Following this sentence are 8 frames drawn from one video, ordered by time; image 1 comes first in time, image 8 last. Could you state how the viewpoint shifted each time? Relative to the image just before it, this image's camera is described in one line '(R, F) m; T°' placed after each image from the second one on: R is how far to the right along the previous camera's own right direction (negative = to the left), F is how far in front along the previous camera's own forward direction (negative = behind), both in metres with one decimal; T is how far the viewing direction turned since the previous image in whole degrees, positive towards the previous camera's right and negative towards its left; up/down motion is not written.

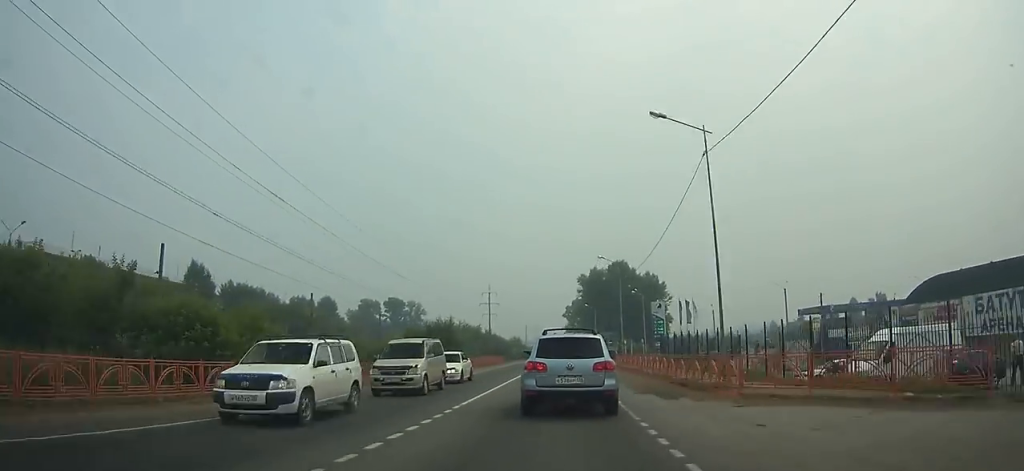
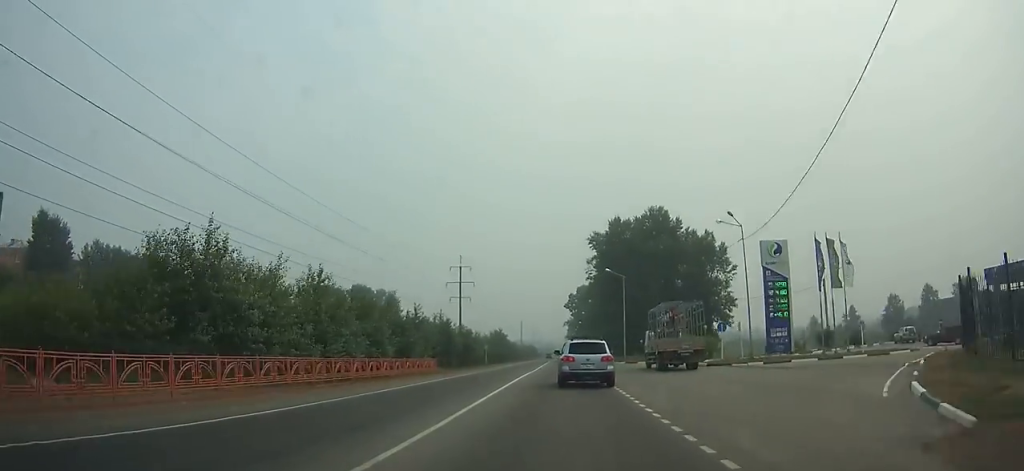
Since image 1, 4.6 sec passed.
(+0.1, +44.6) m; 0°
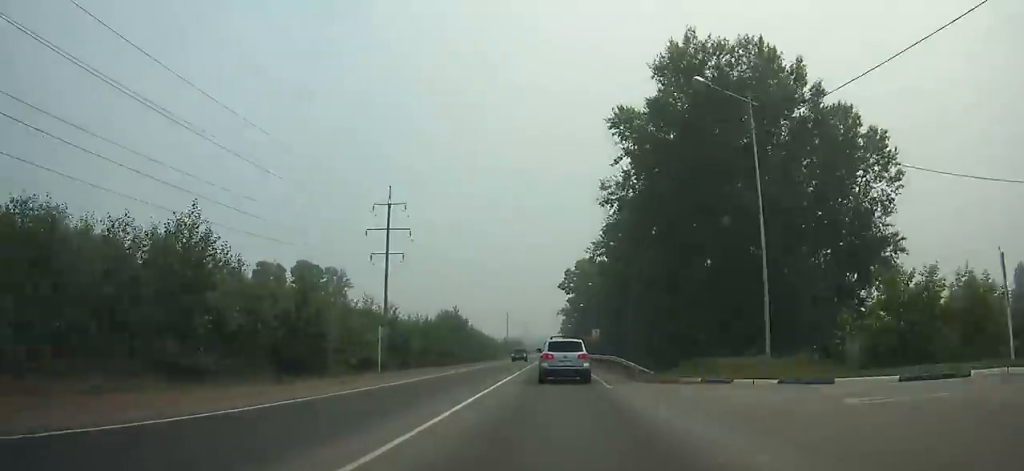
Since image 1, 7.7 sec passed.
(0.0, +39.8) m; 0°
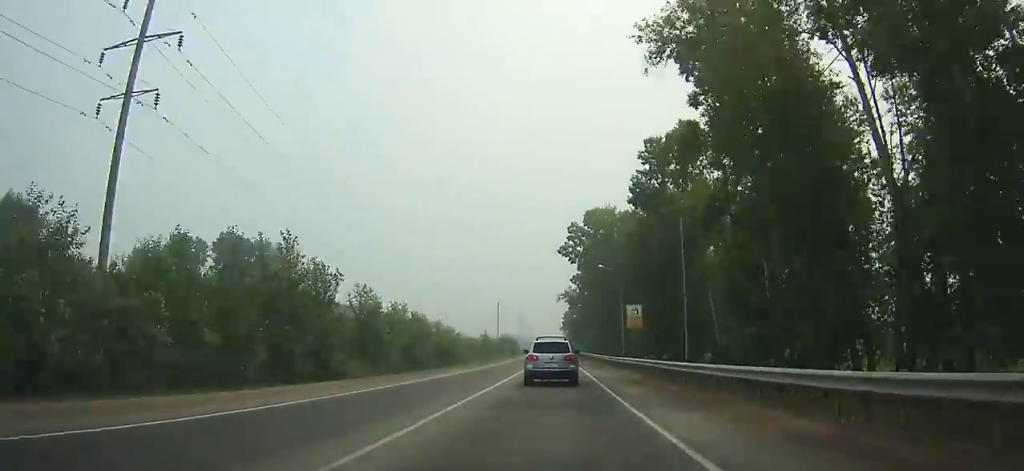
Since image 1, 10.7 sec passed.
(0.0, +42.1) m; 0°
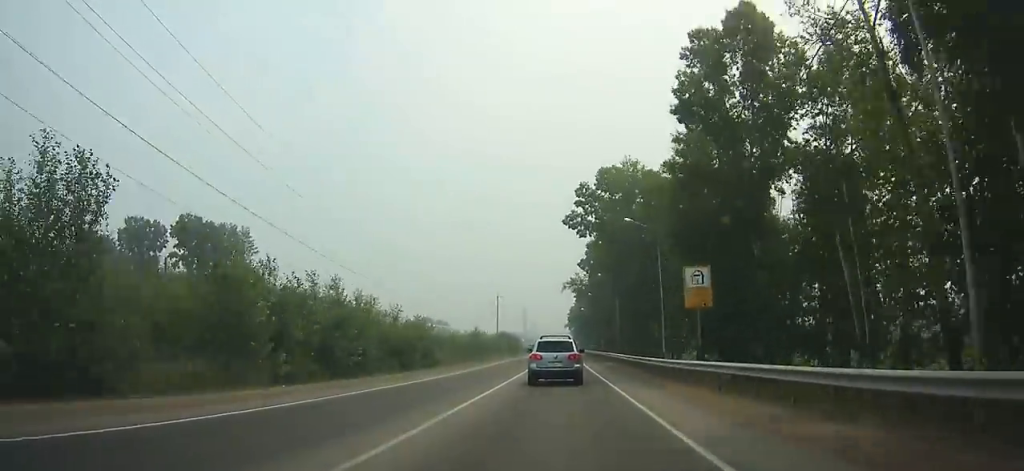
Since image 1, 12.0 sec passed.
(0.0, +18.7) m; 0°
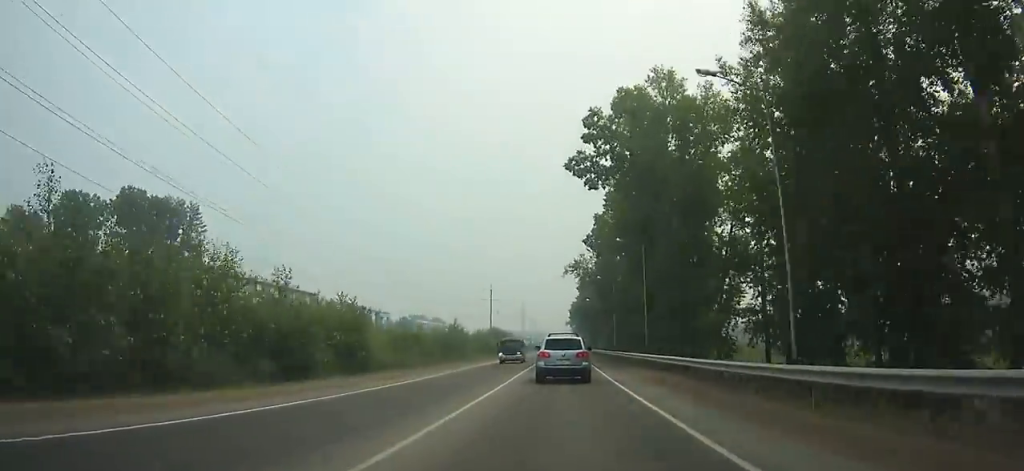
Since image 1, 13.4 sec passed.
(0.0, +20.2) m; 0°
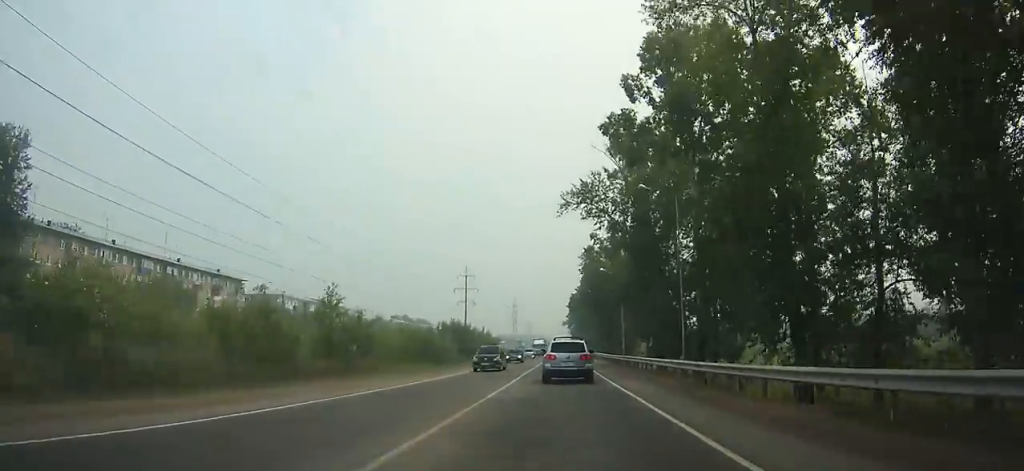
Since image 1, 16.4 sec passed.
(+0.2, +45.0) m; 0°
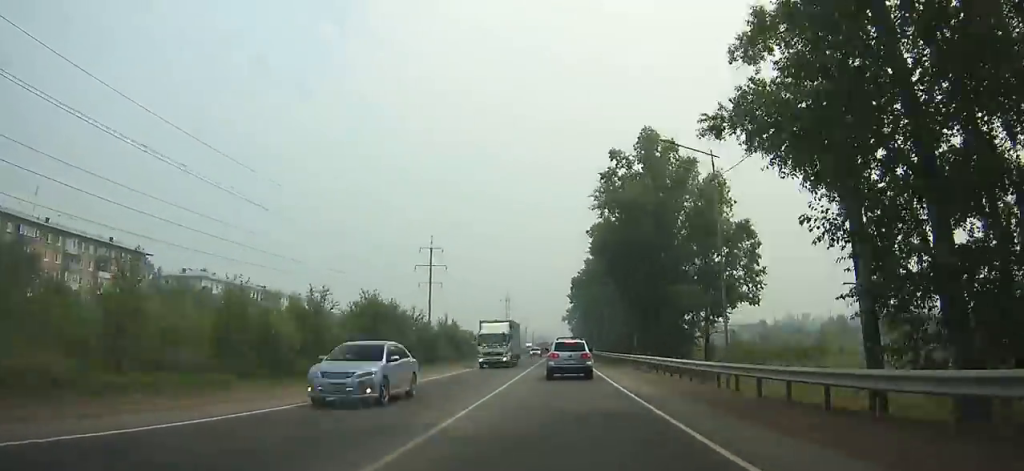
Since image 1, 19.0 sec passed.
(0.0, +38.7) m; 0°
